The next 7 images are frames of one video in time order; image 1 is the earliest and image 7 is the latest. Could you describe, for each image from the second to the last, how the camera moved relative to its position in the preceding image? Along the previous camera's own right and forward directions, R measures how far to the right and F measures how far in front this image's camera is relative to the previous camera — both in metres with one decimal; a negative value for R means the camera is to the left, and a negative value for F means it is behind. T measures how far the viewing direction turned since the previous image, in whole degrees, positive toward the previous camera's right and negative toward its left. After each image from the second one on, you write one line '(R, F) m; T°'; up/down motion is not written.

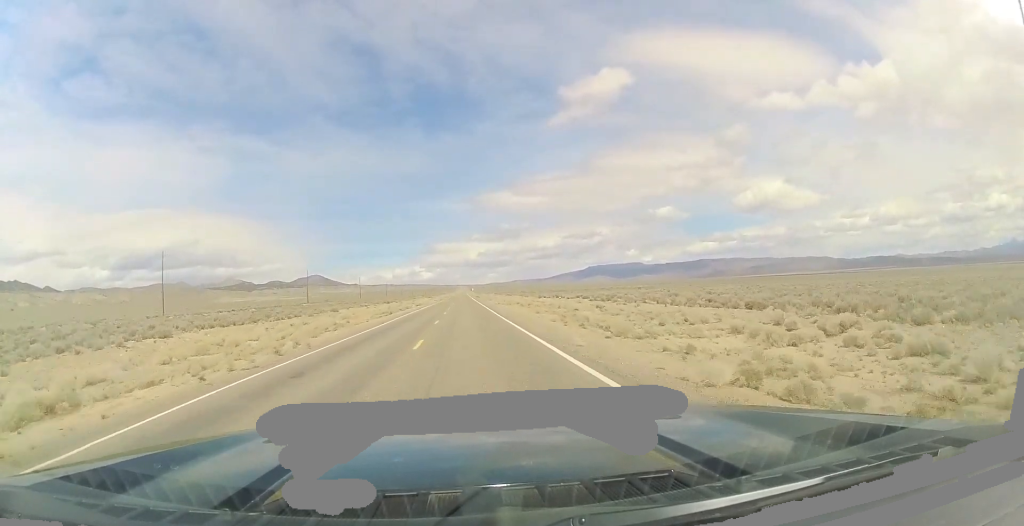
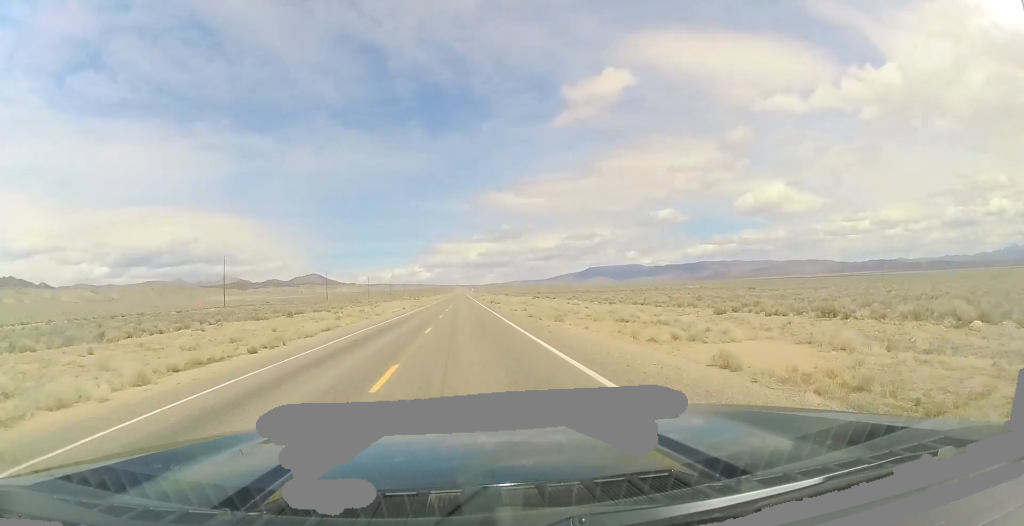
(-0.3, +75.4) m; 0°
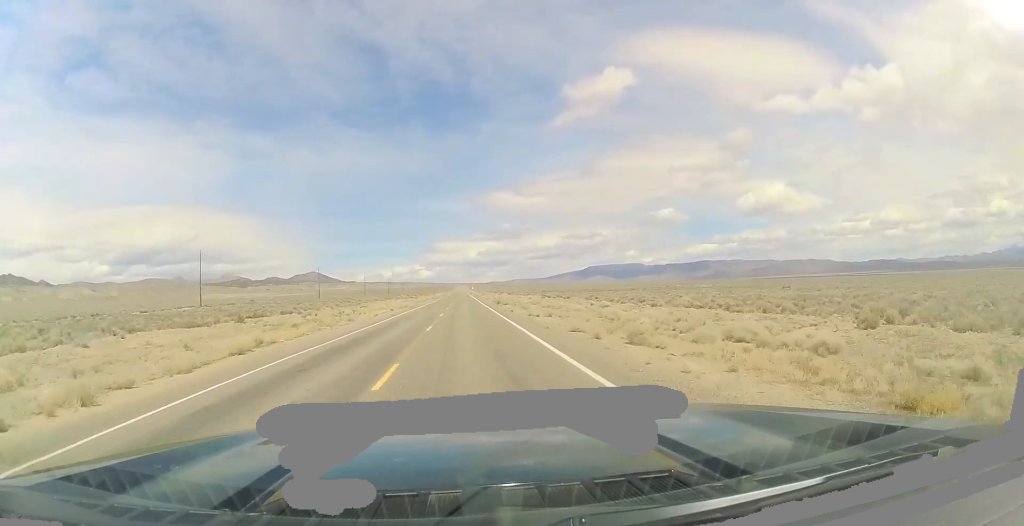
(+0.1, +13.5) m; 0°
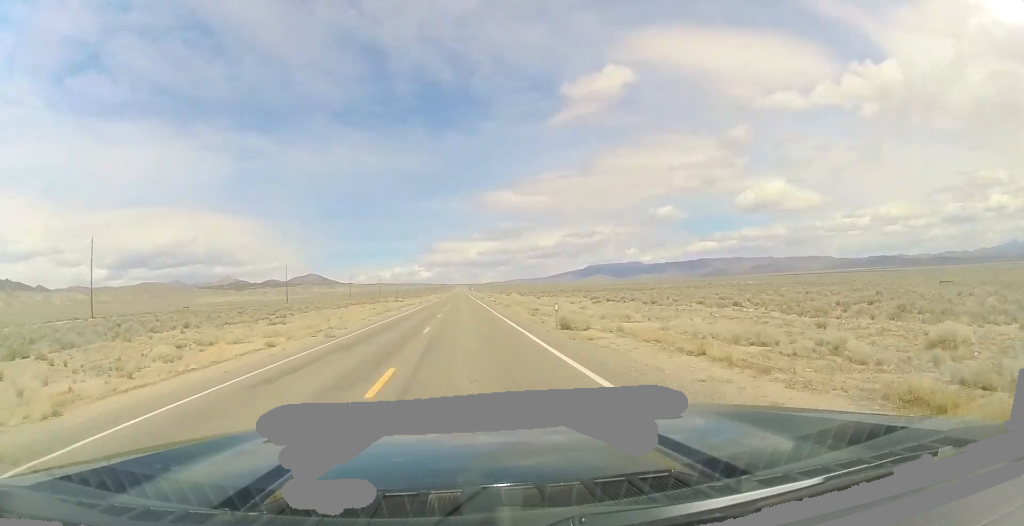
(-0.1, +41.6) m; 0°
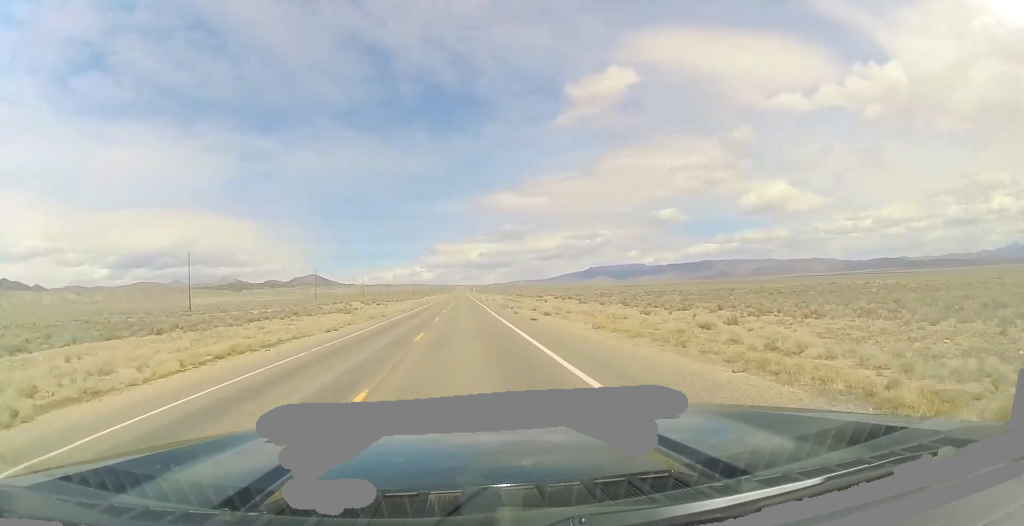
(-0.2, +70.7) m; -1°
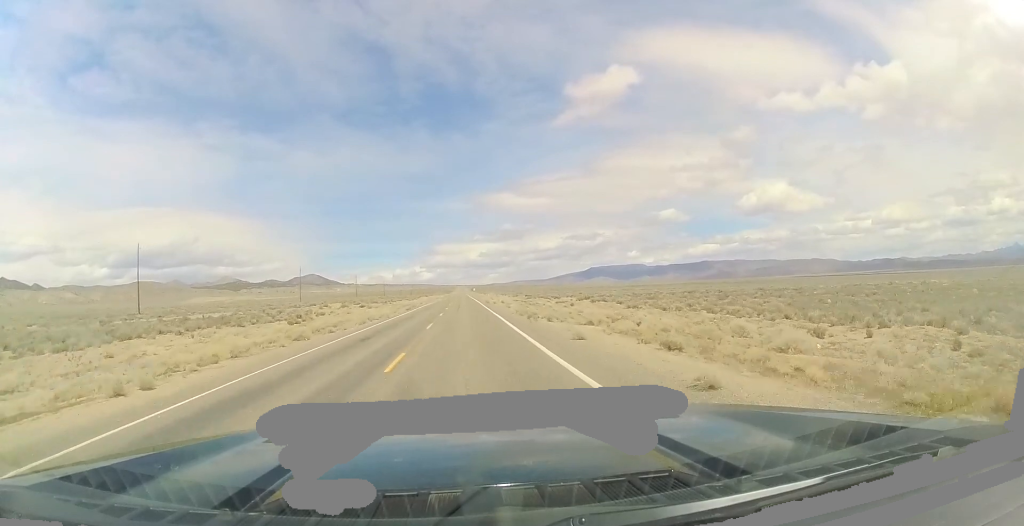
(-0.2, +21.3) m; 0°
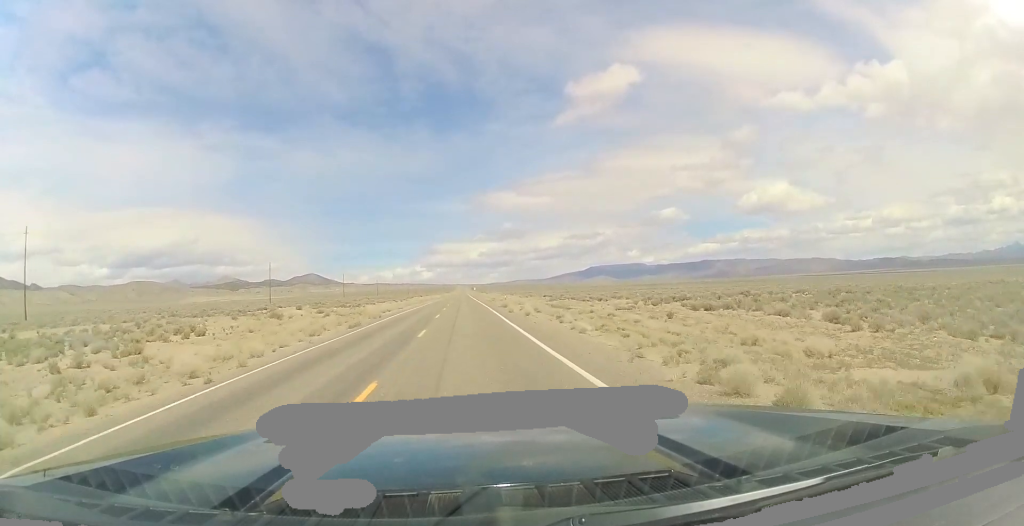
(+0.4, +33.4) m; 0°
